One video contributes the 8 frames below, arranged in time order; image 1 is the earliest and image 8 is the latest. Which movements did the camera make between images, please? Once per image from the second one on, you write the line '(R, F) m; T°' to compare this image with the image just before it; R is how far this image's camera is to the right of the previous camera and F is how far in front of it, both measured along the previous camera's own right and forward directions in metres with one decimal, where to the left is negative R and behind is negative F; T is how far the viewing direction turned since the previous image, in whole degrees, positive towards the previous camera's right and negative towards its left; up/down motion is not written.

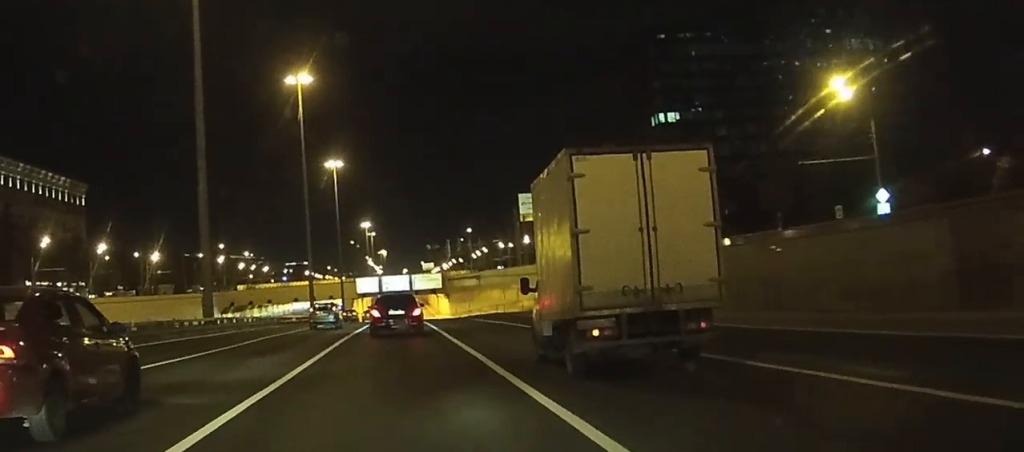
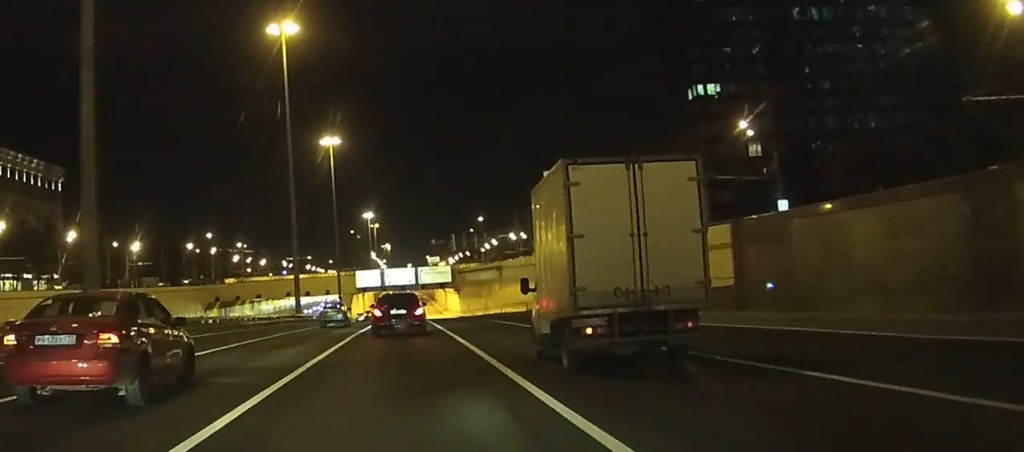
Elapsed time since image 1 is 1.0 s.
(-0.2, +19.1) m; -1°
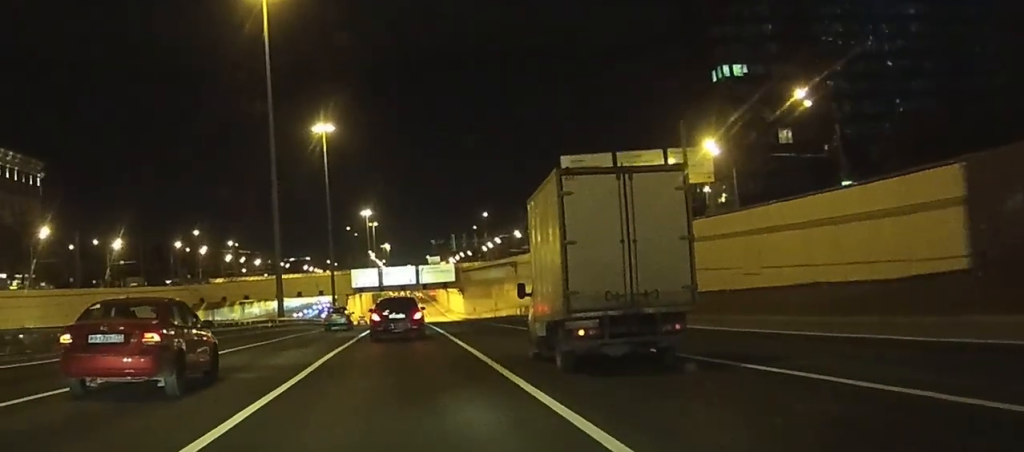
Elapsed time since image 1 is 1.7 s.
(0.0, +14.0) m; 0°
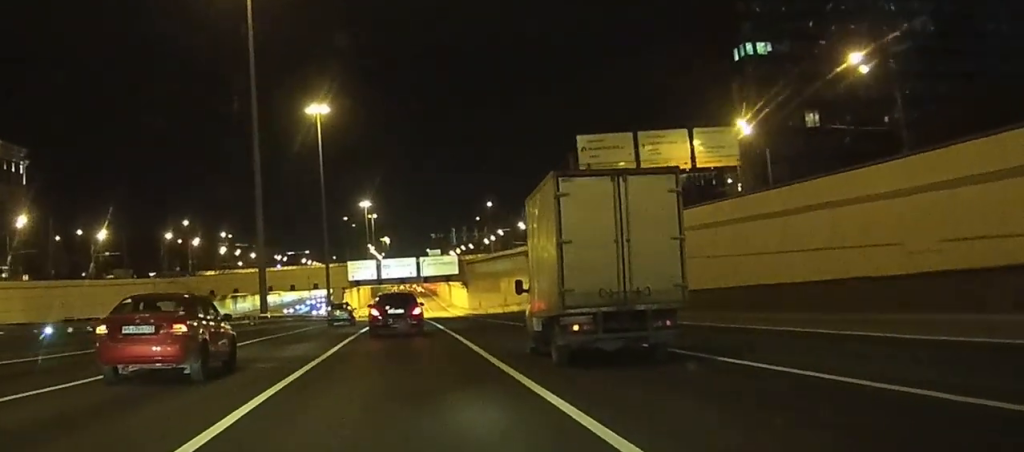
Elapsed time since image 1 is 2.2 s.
(-0.1, +10.5) m; 0°
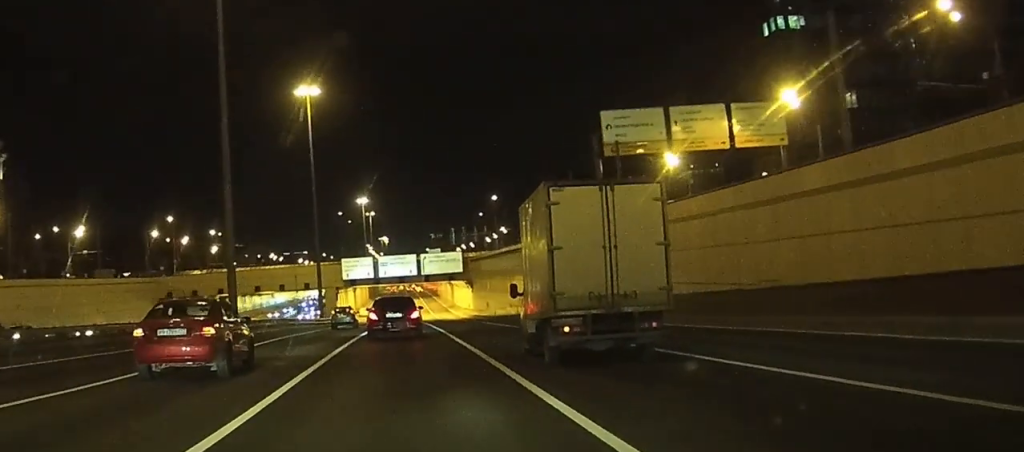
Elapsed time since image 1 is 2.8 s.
(0.0, +13.3) m; 0°
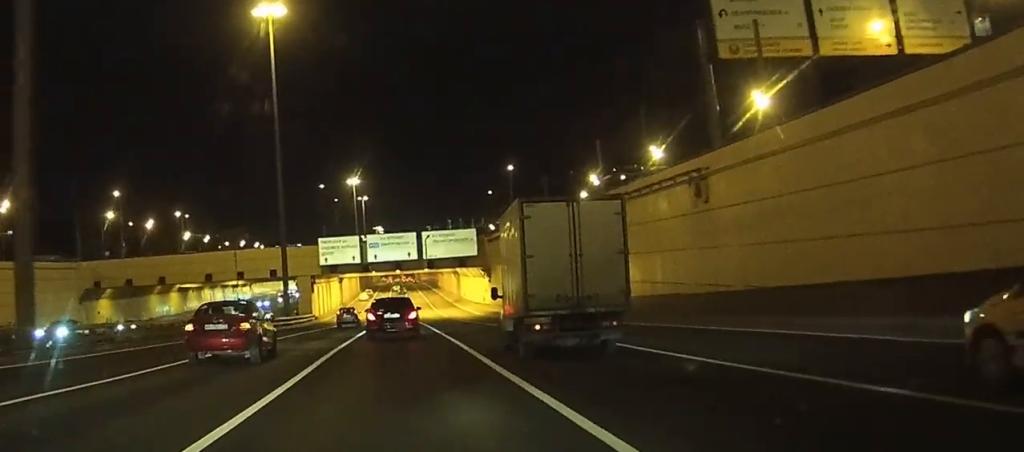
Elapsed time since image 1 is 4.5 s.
(+0.3, +32.3) m; +1°
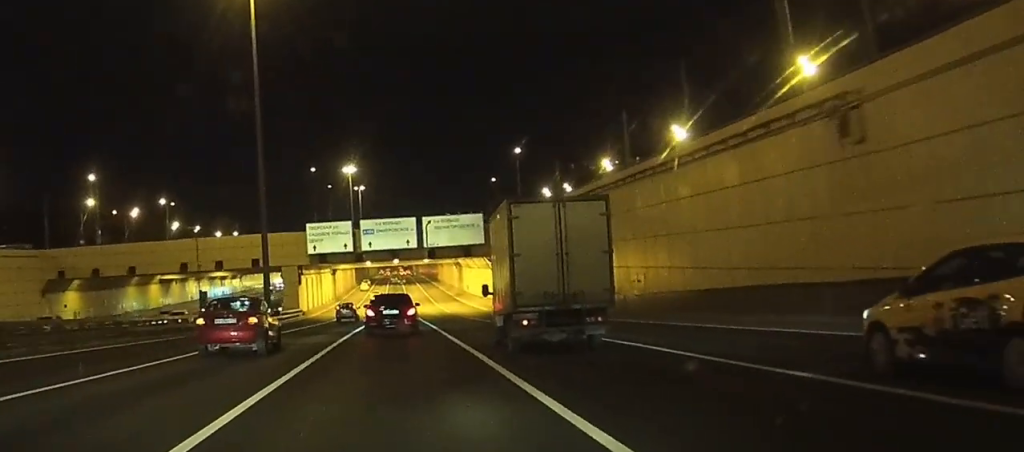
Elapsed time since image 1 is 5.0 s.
(0.0, +10.8) m; 0°
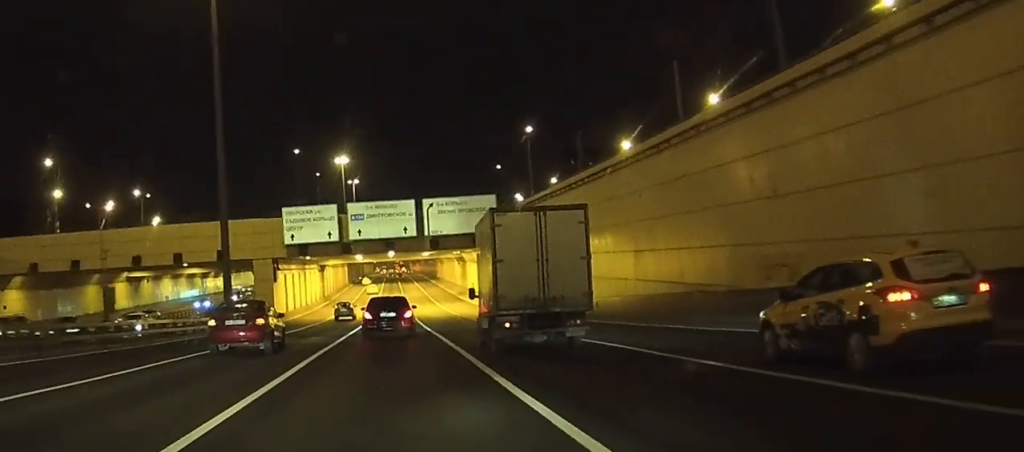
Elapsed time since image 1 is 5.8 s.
(0.0, +15.1) m; +1°
